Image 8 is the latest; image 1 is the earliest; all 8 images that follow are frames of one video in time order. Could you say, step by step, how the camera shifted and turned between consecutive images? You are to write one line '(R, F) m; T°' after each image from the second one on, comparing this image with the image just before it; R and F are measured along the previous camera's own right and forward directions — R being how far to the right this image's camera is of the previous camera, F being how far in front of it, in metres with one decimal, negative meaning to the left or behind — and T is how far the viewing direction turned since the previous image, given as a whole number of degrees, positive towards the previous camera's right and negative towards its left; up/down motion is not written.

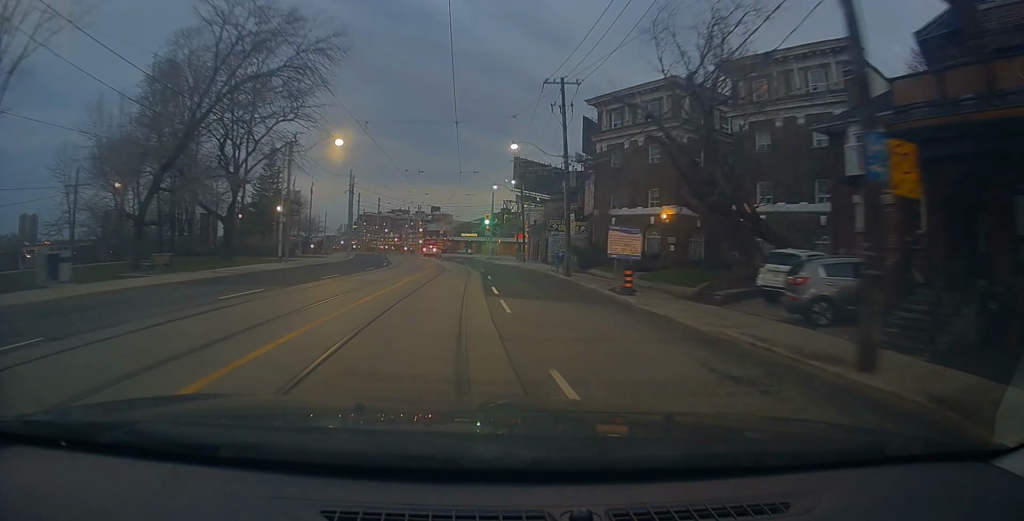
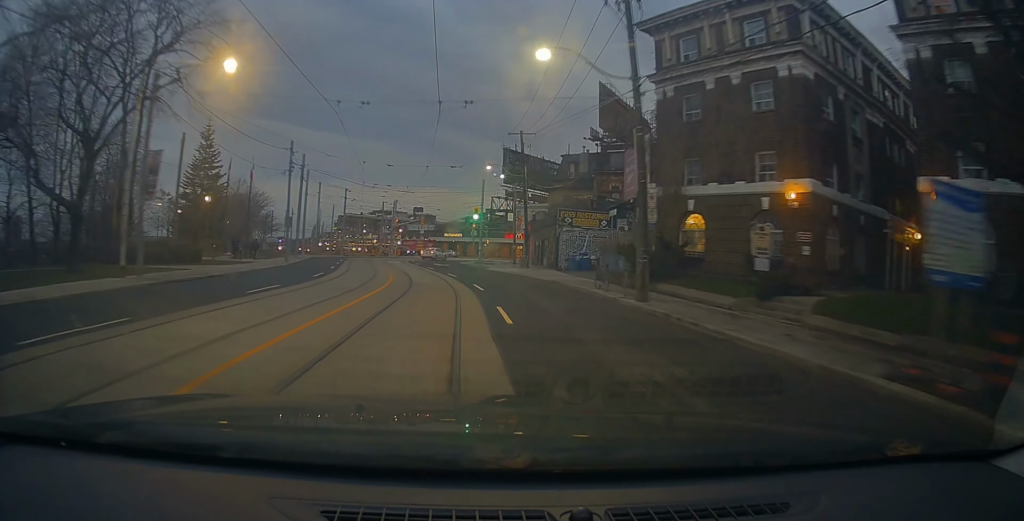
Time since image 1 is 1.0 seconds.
(+0.1, +15.9) m; 0°
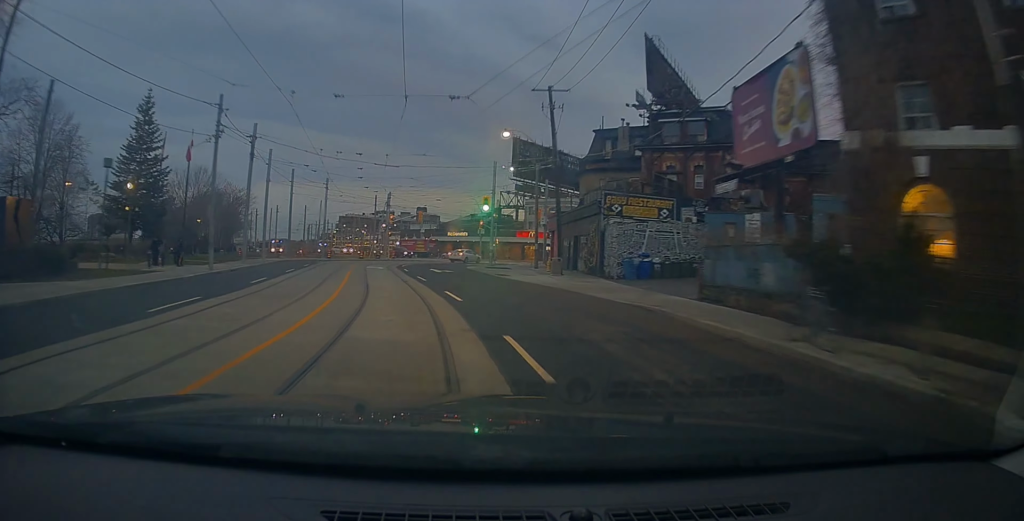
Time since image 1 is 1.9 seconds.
(0.0, +13.6) m; 0°
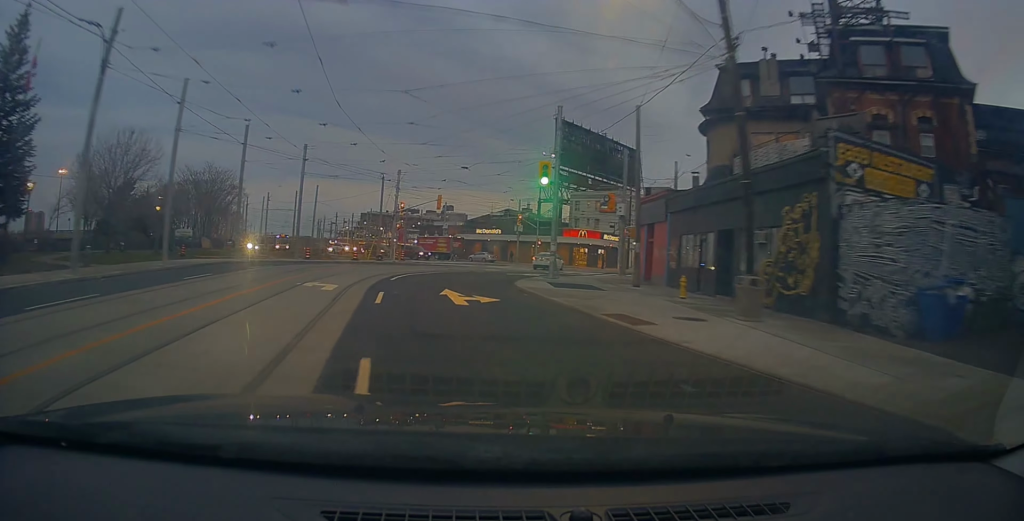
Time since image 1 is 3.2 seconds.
(-0.3, +19.9) m; -1°
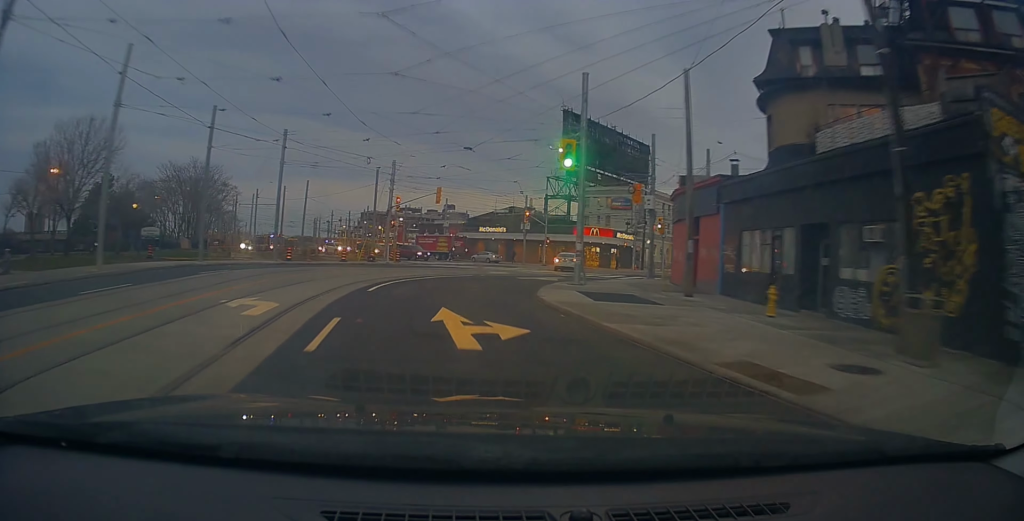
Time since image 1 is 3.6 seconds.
(-0.3, +5.9) m; 0°
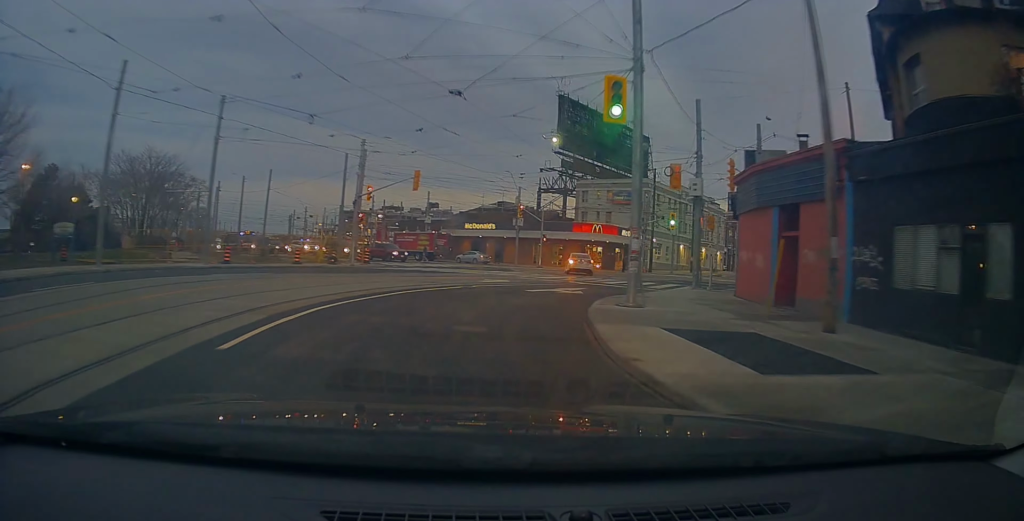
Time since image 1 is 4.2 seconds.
(+0.4, +8.8) m; +6°
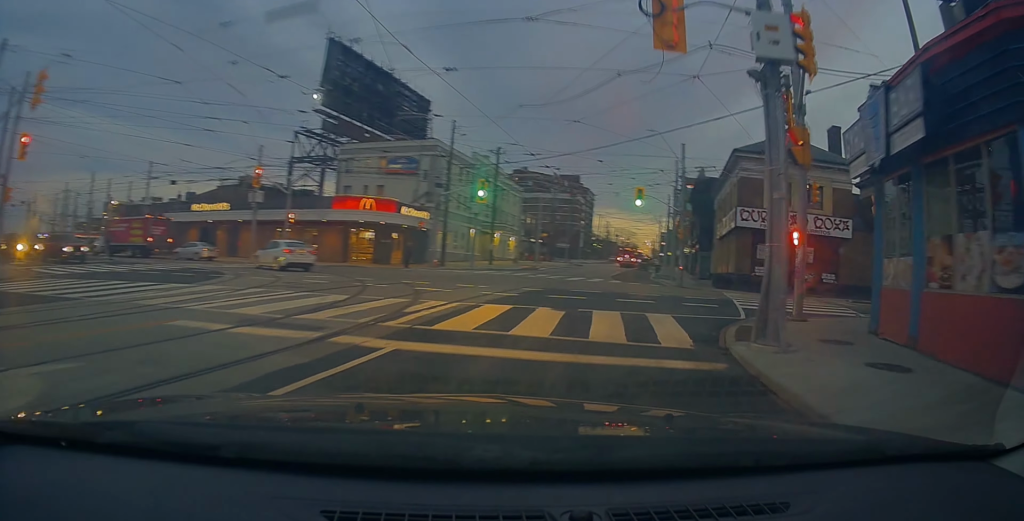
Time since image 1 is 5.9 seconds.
(+3.6, +19.2) m; +23°
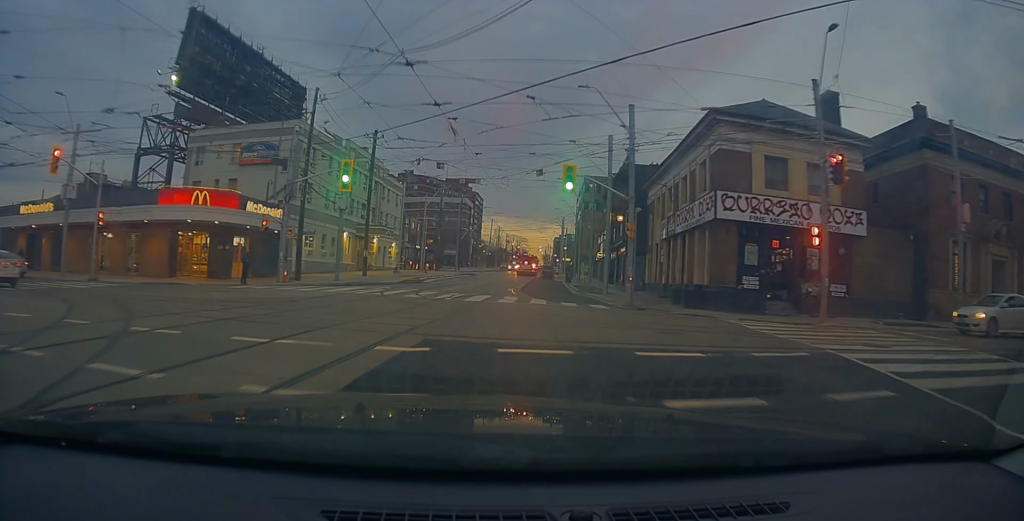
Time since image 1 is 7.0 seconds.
(+1.3, +11.1) m; +8°
